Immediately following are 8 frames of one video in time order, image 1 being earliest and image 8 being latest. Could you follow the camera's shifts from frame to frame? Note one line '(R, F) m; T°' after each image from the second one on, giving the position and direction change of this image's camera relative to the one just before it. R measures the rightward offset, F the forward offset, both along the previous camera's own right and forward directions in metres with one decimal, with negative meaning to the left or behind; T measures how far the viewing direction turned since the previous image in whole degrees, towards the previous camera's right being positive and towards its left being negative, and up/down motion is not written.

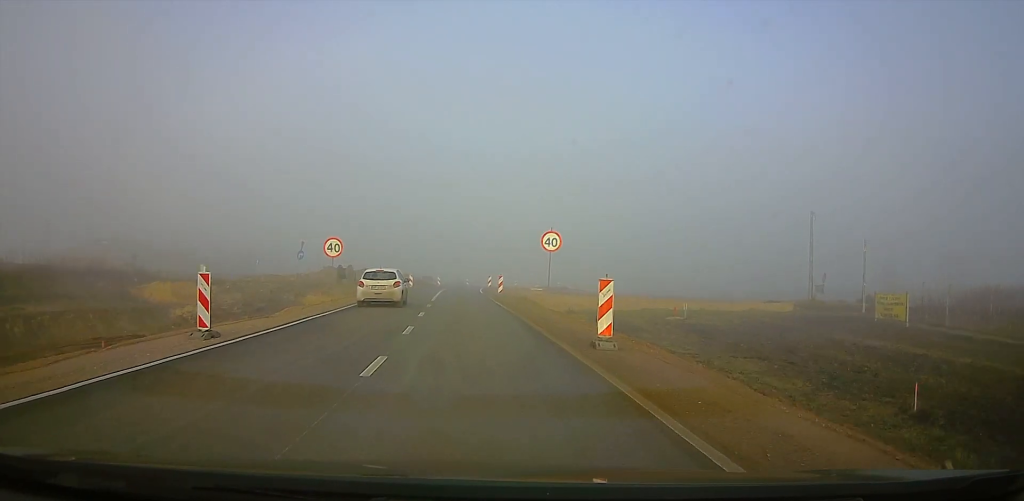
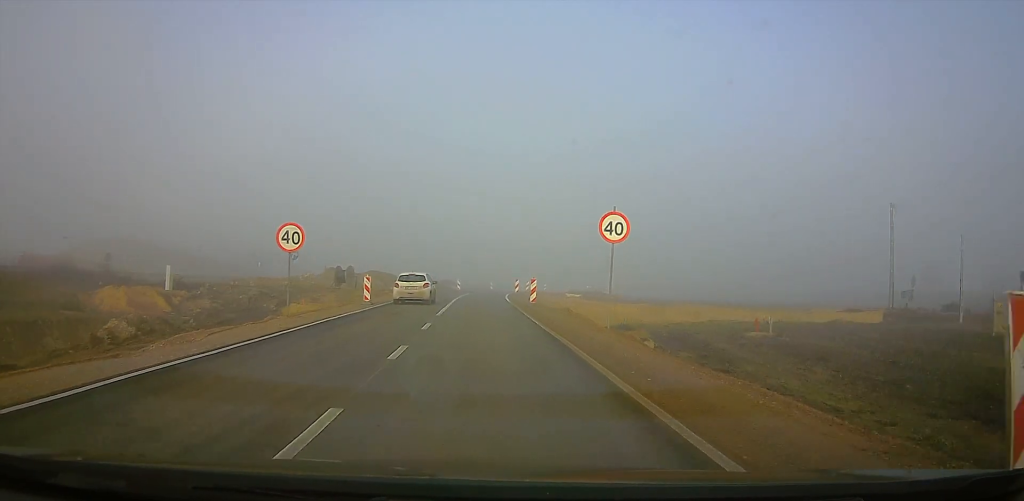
(-0.1, +11.0) m; -1°
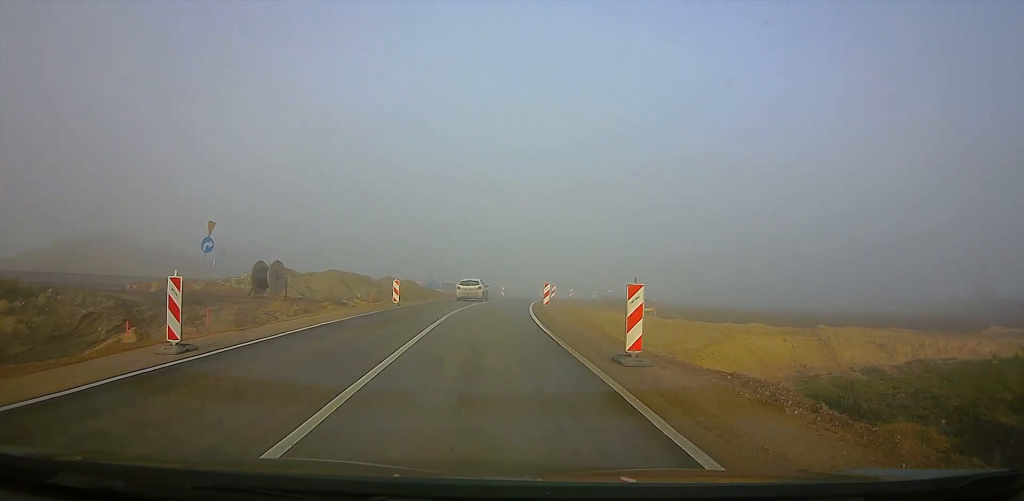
(-0.7, +23.8) m; -3°
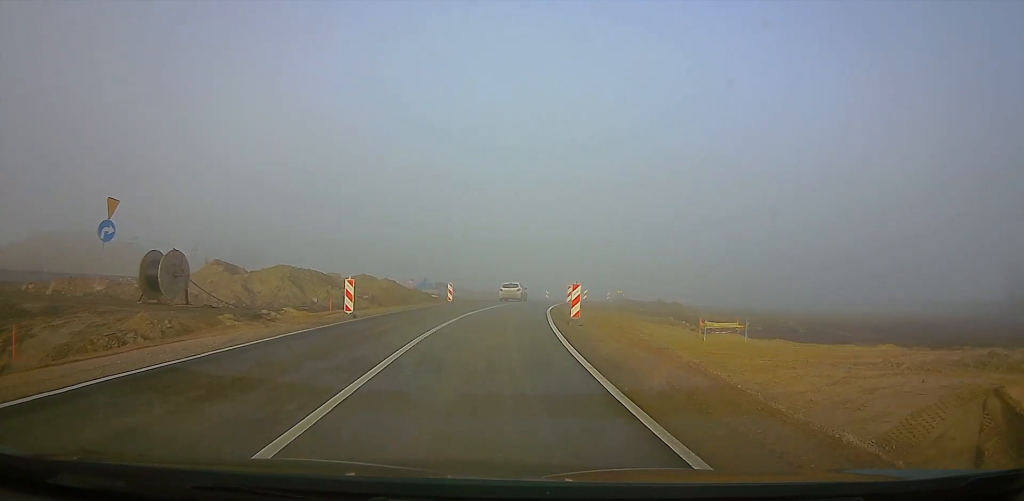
(0.0, +12.8) m; 0°
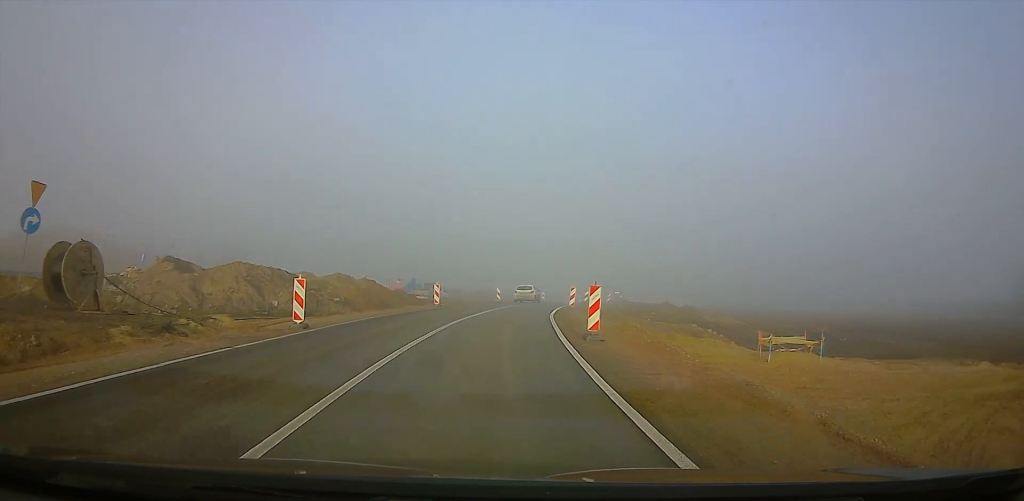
(+0.1, +5.3) m; 0°
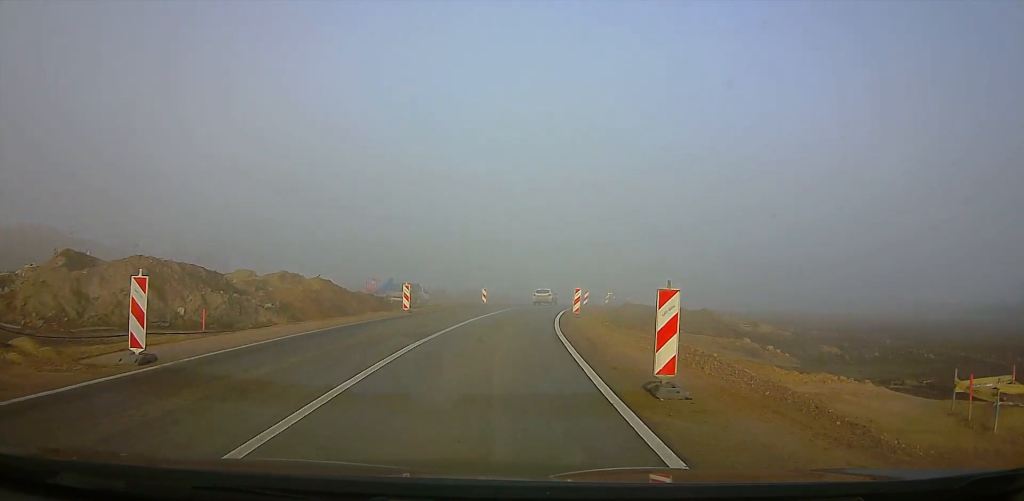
(-0.1, +8.3) m; +2°
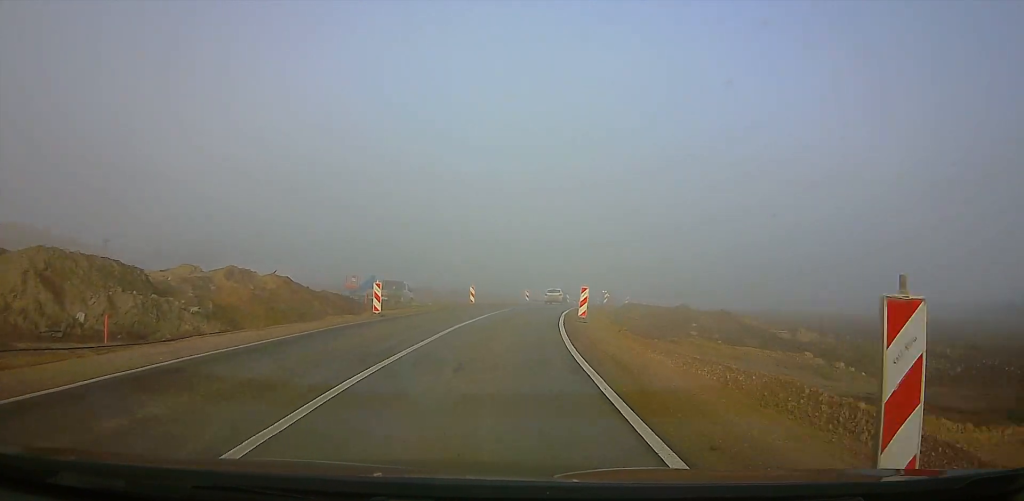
(0.0, +5.1) m; +2°
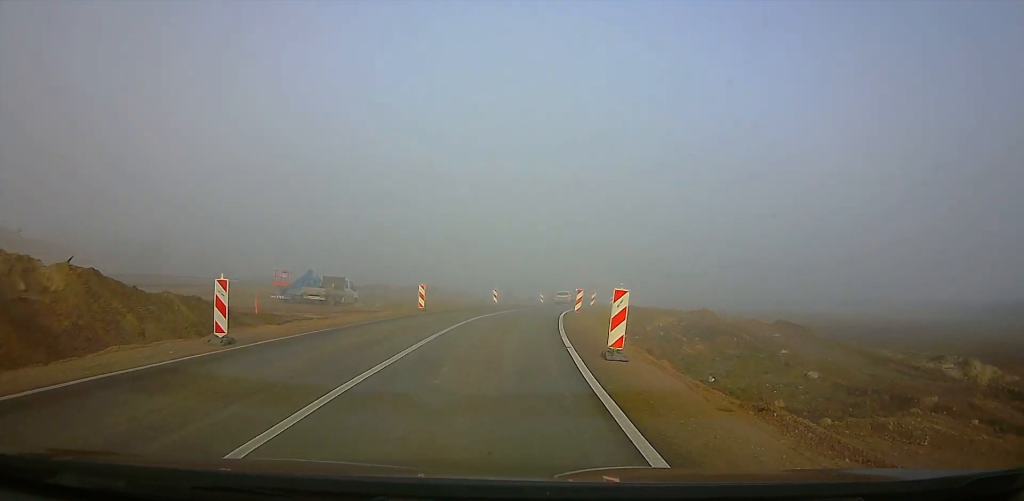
(+0.7, +11.5) m; +3°
